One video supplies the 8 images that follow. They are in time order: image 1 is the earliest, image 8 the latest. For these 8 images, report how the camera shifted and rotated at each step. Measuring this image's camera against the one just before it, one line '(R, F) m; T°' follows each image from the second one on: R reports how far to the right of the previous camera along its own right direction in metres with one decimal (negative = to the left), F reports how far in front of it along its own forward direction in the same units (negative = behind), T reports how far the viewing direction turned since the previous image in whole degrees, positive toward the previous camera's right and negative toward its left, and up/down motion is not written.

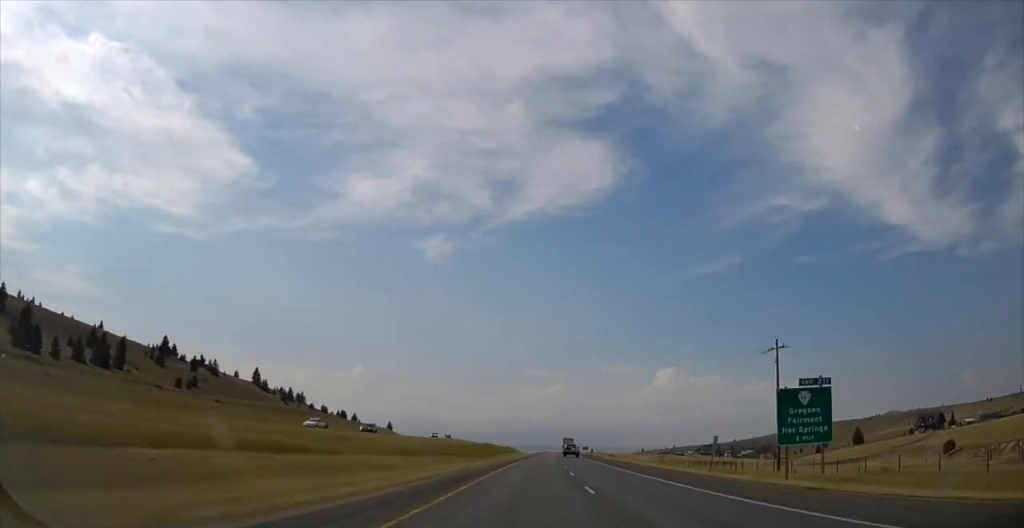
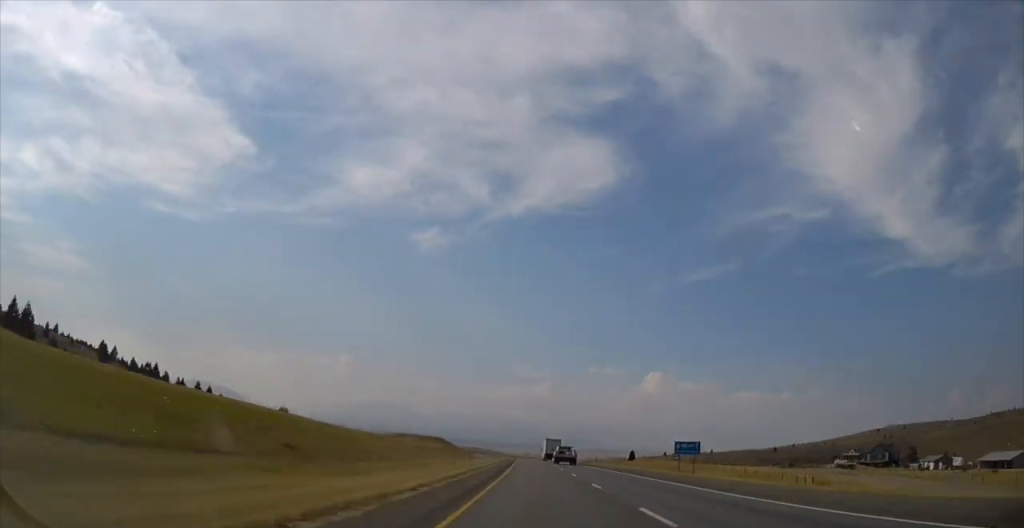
(+9.5, +277.4) m; 0°
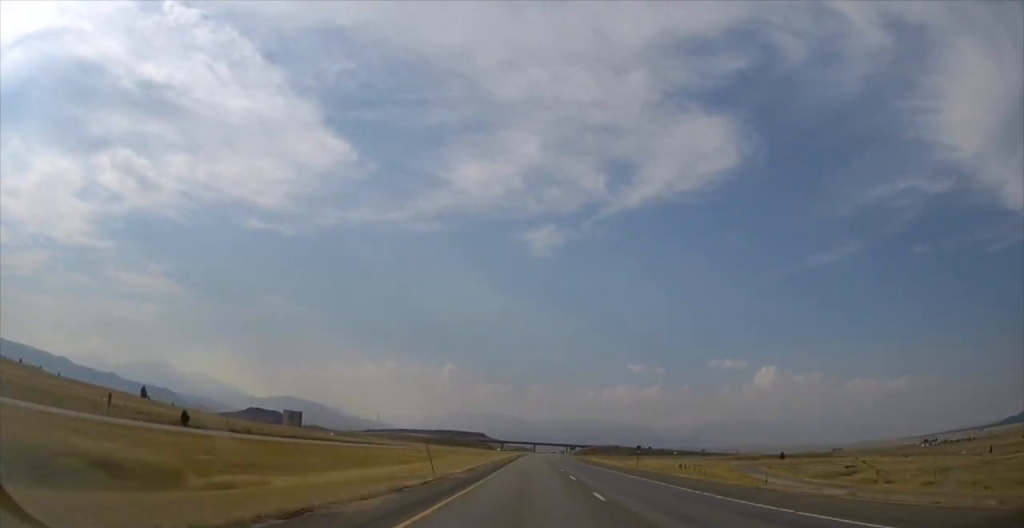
(-96.7, +1115.0) m; -6°
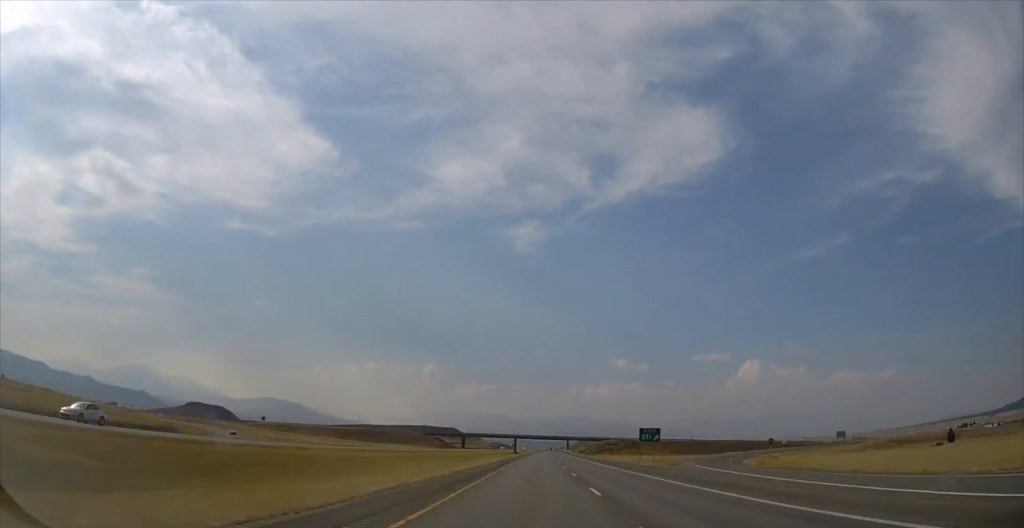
(+2.6, +183.0) m; +1°
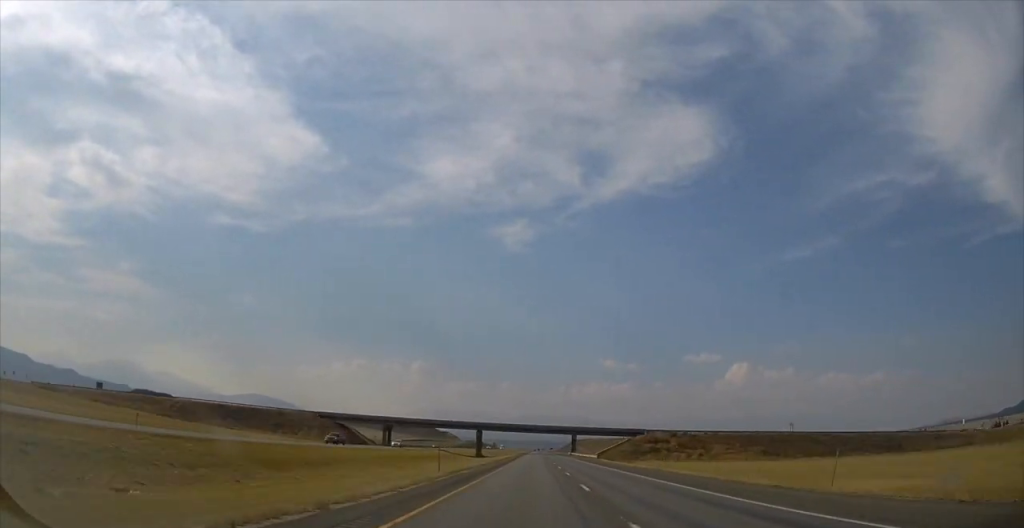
(+0.6, +132.3) m; 0°
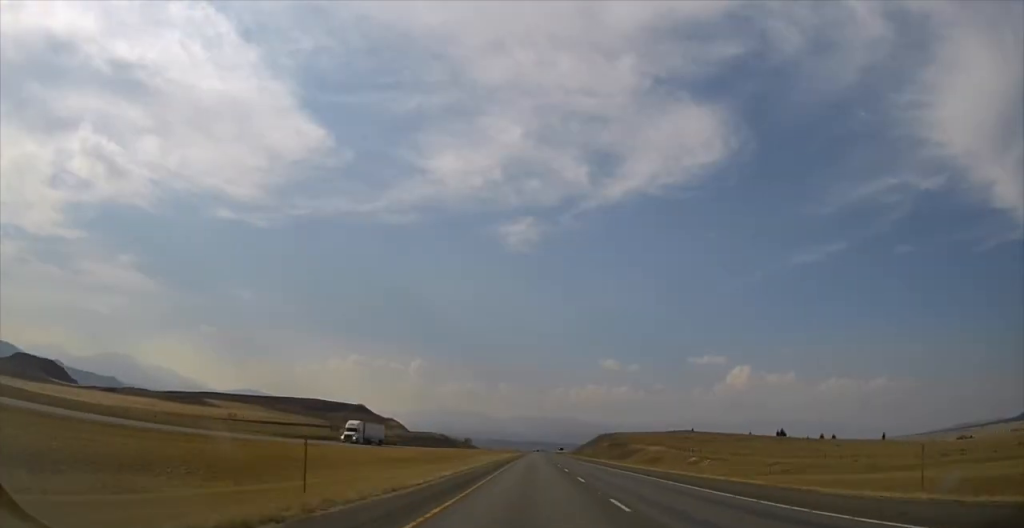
(+1.6, +275.1) m; 0°
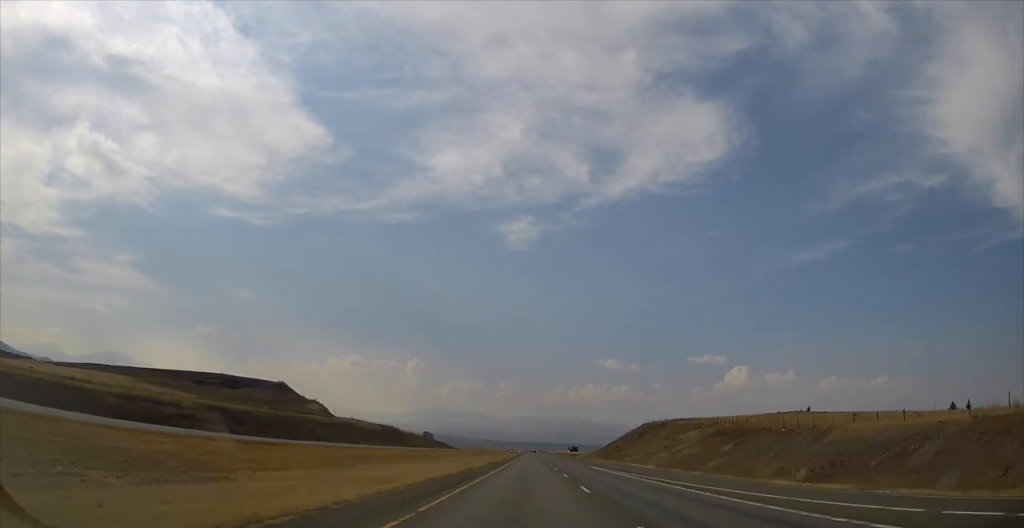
(+0.3, +153.5) m; 0°
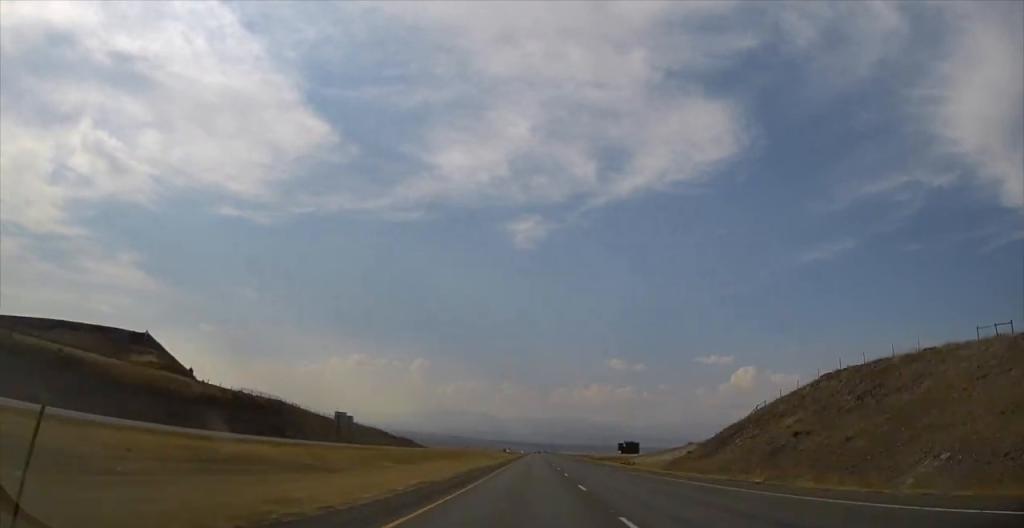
(+0.4, +133.0) m; 0°
